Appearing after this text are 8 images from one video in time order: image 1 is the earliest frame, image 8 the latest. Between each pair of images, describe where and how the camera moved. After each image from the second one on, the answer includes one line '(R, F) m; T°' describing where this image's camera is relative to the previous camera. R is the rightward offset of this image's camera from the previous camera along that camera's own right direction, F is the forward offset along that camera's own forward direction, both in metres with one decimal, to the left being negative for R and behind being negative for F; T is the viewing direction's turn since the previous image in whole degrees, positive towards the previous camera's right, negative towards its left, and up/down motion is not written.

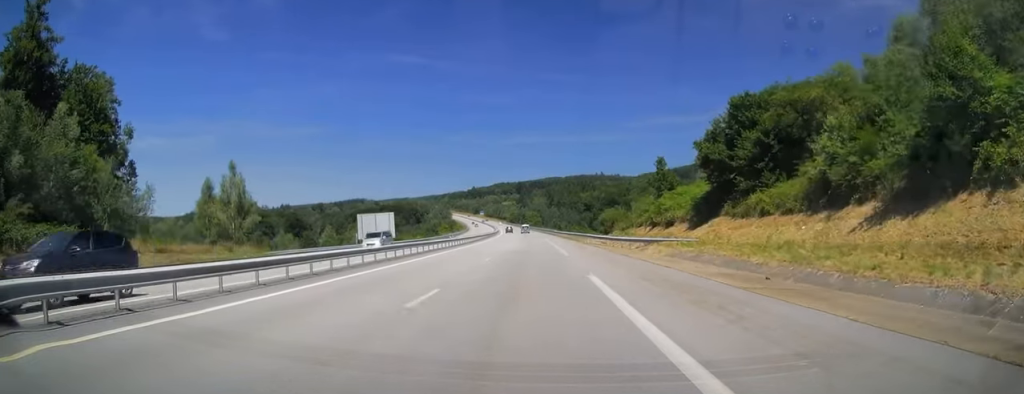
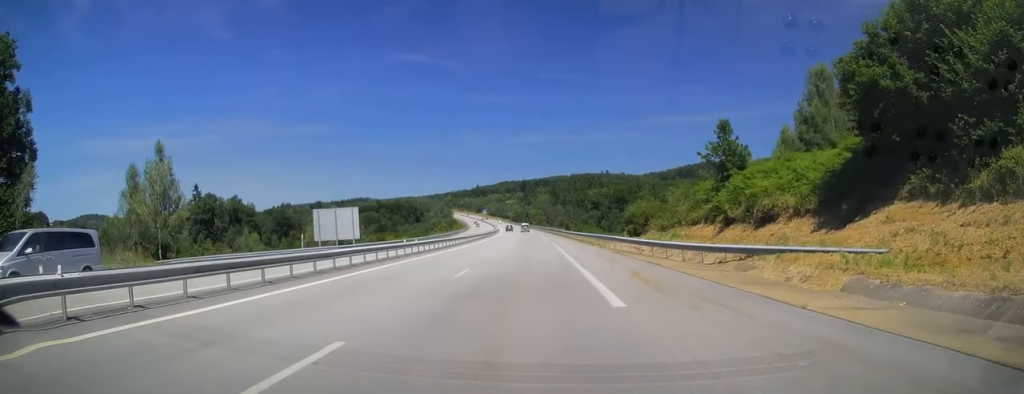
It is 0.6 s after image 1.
(-0.2, +19.5) m; -1°
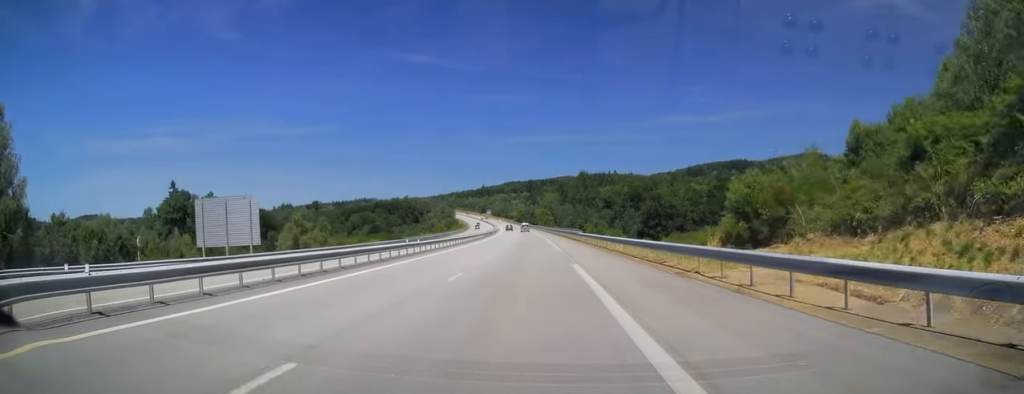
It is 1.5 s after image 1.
(-0.2, +27.3) m; -1°
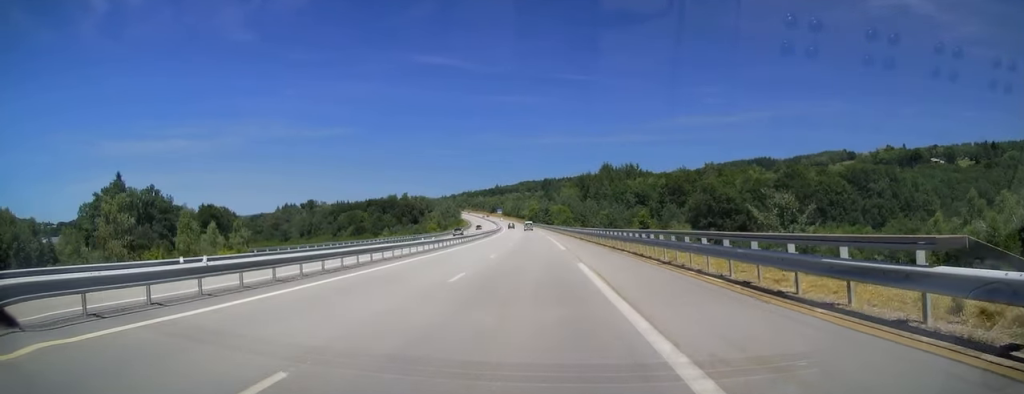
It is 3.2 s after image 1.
(-0.6, +52.6) m; -1°
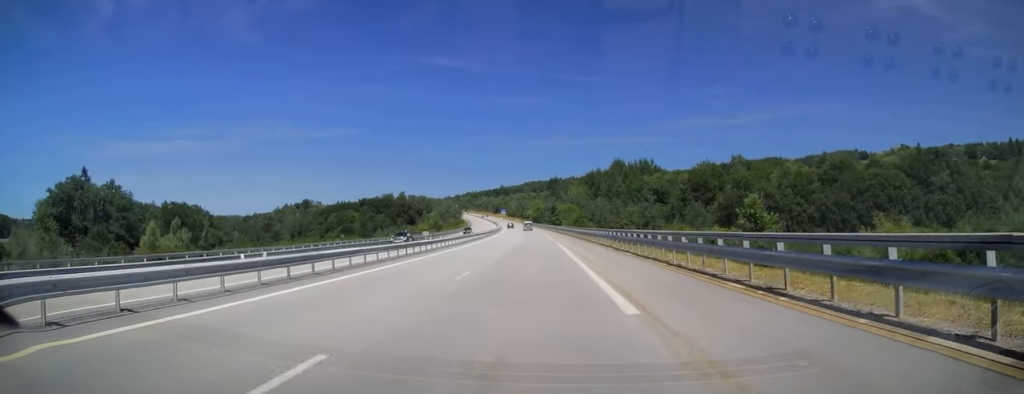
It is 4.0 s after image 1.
(0.0, +25.2) m; 0°
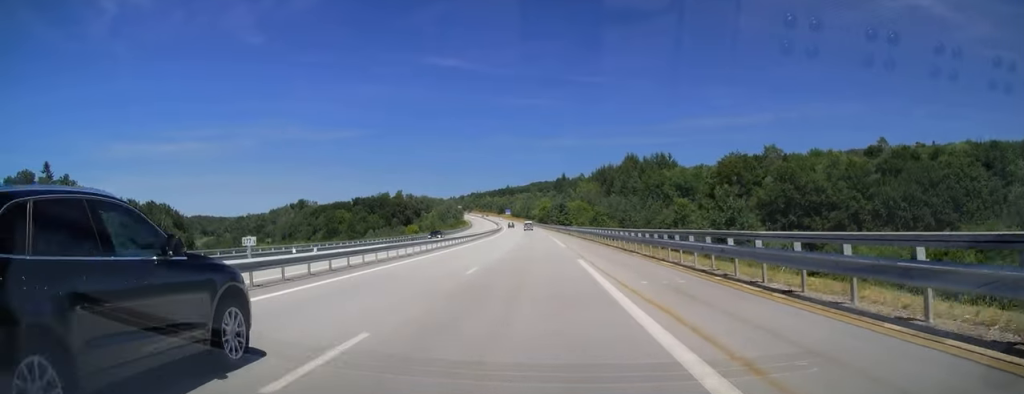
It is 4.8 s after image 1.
(-0.2, +24.6) m; -1°
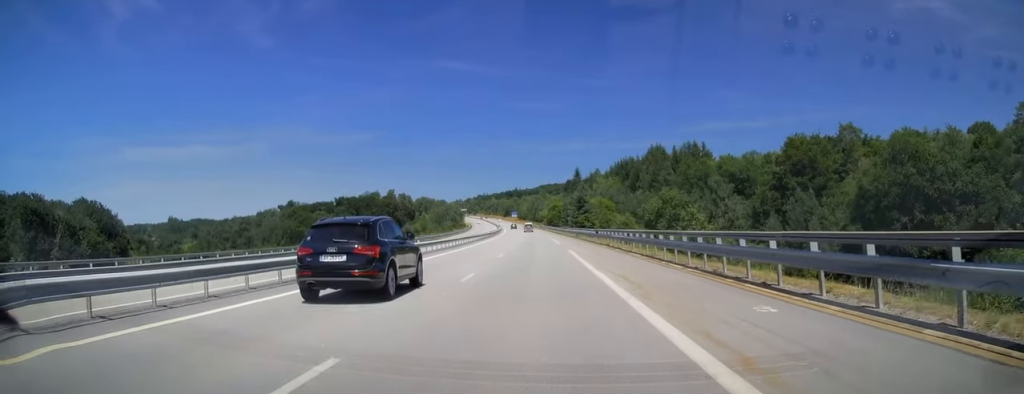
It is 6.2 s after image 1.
(-0.3, +40.5) m; -1°
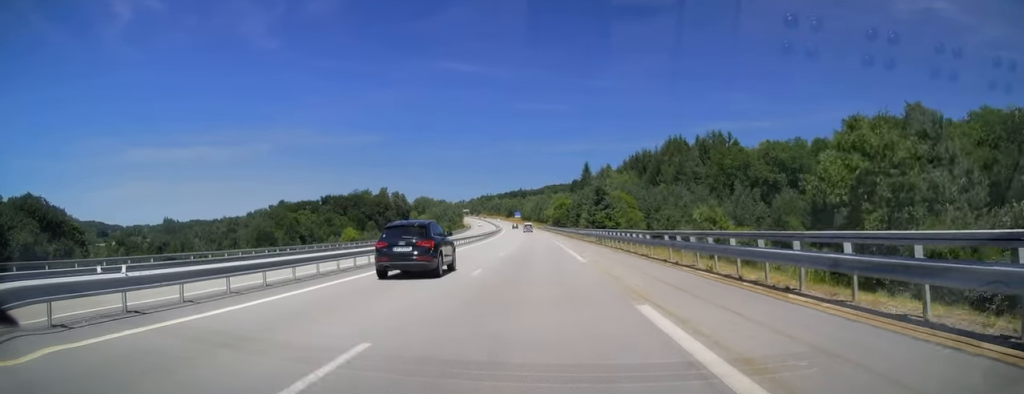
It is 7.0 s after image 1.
(-0.1, +25.1) m; 0°
